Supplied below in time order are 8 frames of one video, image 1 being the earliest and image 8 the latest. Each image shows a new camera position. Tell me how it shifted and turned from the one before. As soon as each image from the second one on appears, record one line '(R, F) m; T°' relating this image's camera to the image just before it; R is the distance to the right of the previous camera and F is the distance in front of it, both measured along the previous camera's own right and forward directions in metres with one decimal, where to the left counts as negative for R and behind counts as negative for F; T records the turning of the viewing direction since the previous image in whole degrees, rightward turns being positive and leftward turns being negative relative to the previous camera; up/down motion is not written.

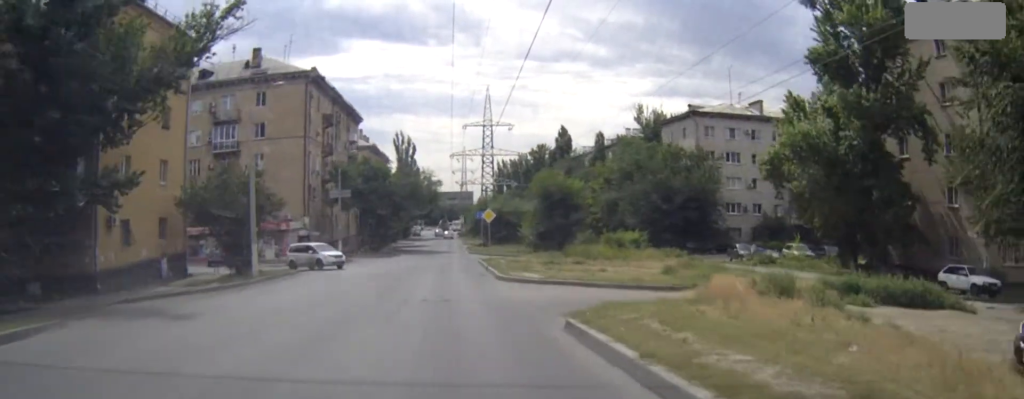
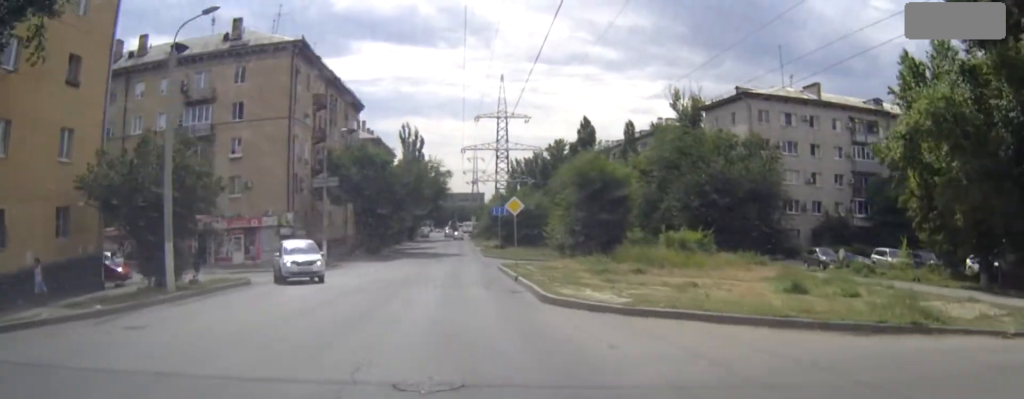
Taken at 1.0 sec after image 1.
(0.0, +12.8) m; 0°
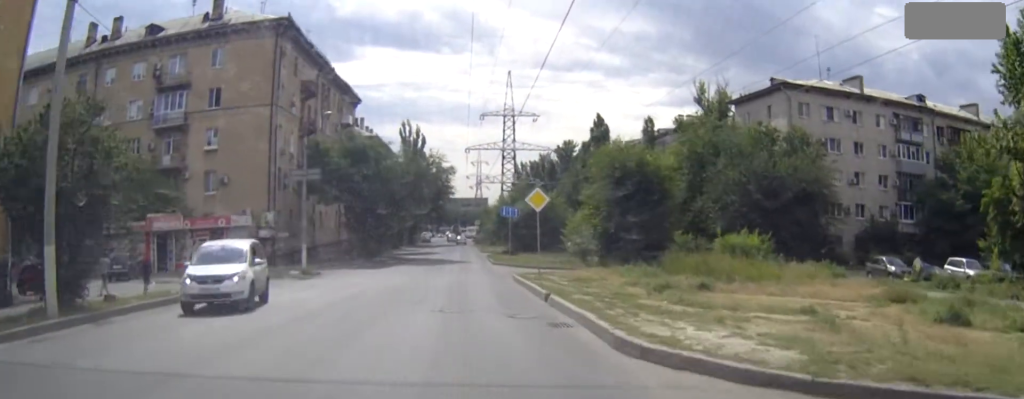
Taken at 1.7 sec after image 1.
(0.0, +8.4) m; 0°
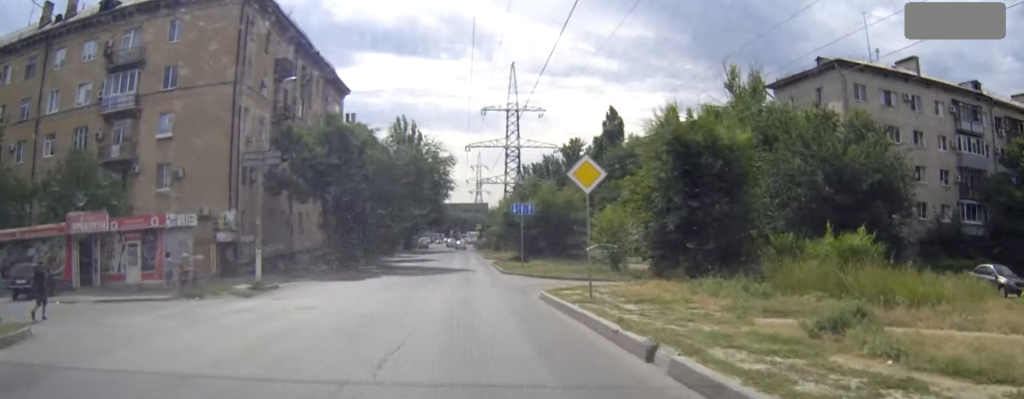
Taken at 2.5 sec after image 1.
(0.0, +10.4) m; 0°
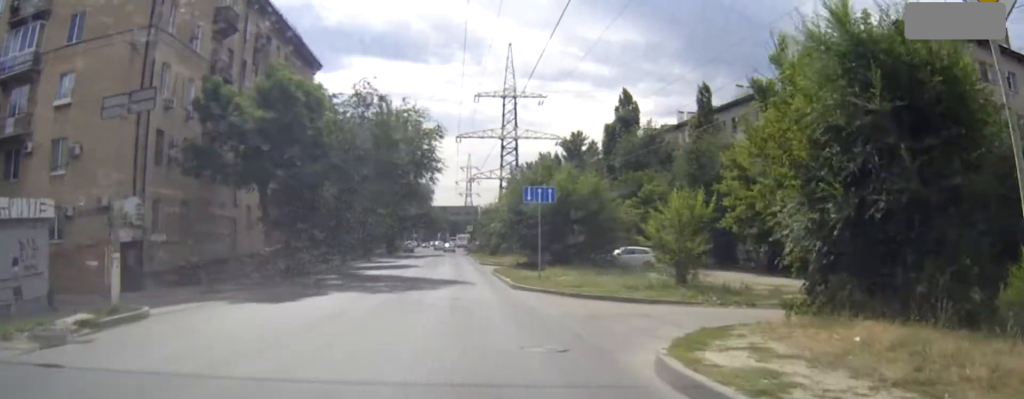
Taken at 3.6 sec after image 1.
(0.0, +14.2) m; 0°
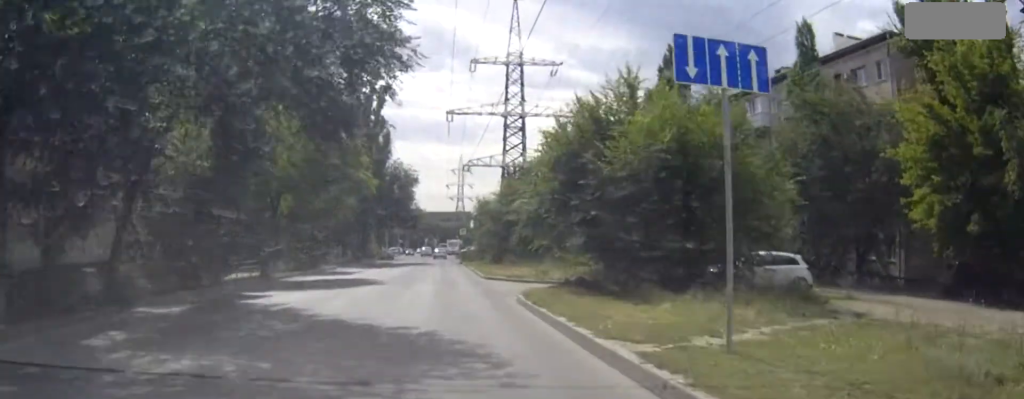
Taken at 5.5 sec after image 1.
(0.0, +23.6) m; 0°
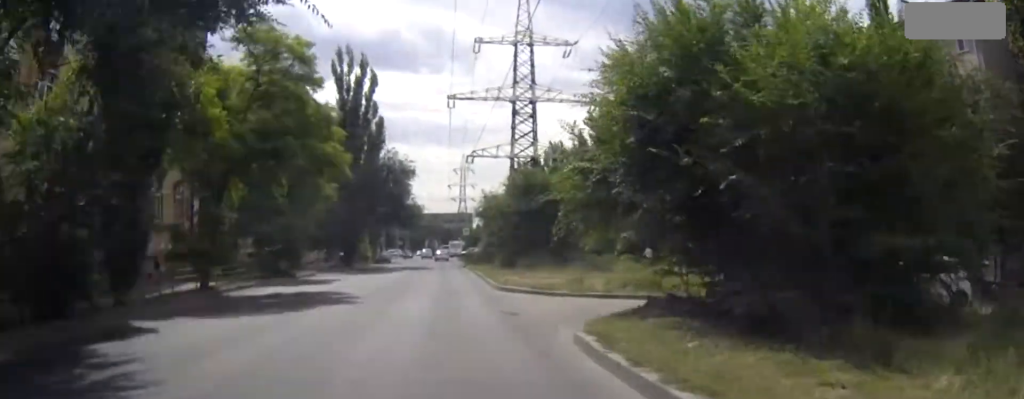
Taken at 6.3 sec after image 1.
(+0.1, +9.9) m; 0°
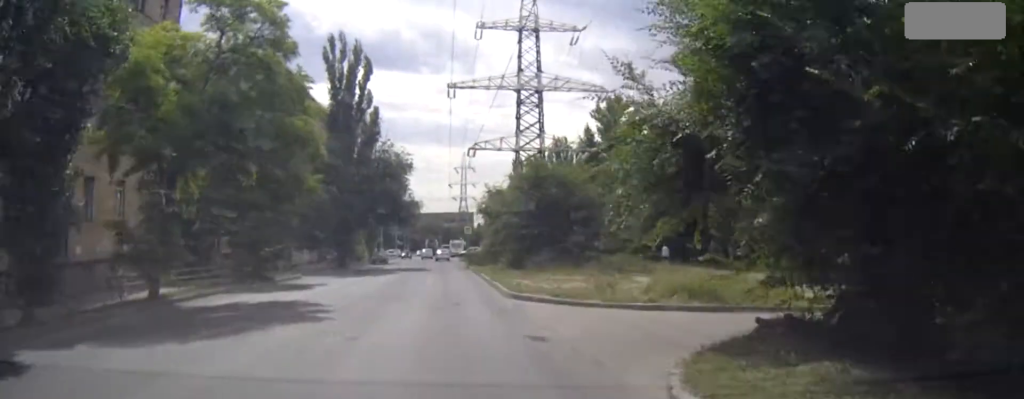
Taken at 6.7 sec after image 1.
(0.0, +5.2) m; 0°
